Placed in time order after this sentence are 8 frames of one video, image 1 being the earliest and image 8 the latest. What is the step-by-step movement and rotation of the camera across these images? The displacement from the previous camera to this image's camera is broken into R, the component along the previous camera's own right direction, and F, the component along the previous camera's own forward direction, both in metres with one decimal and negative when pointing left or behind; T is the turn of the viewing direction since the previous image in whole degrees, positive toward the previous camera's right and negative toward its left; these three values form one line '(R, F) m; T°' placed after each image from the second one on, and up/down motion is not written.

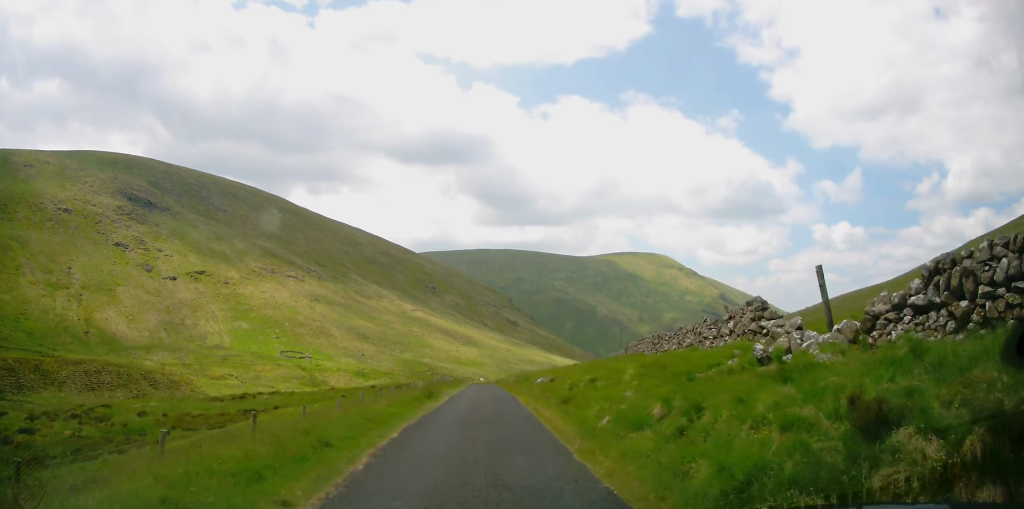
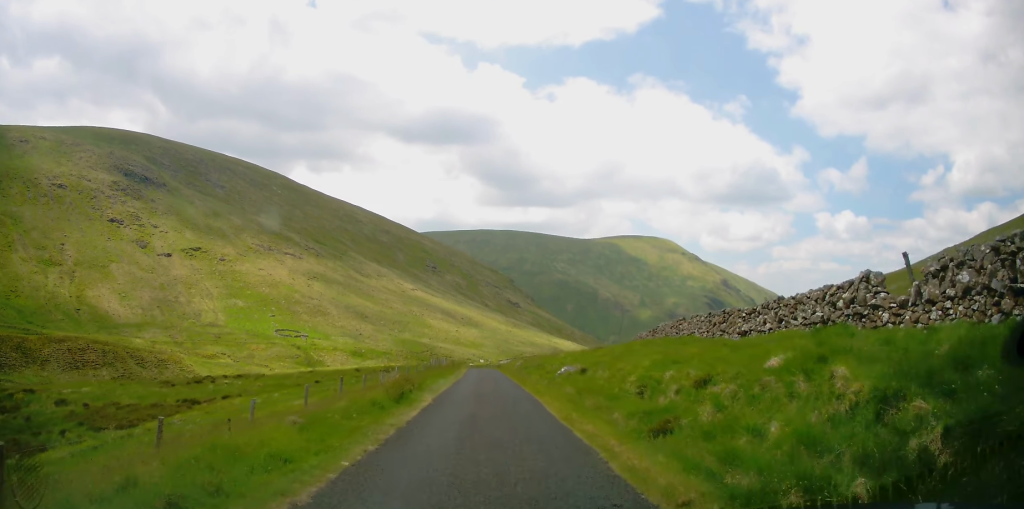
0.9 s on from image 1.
(0.0, +8.2) m; -2°
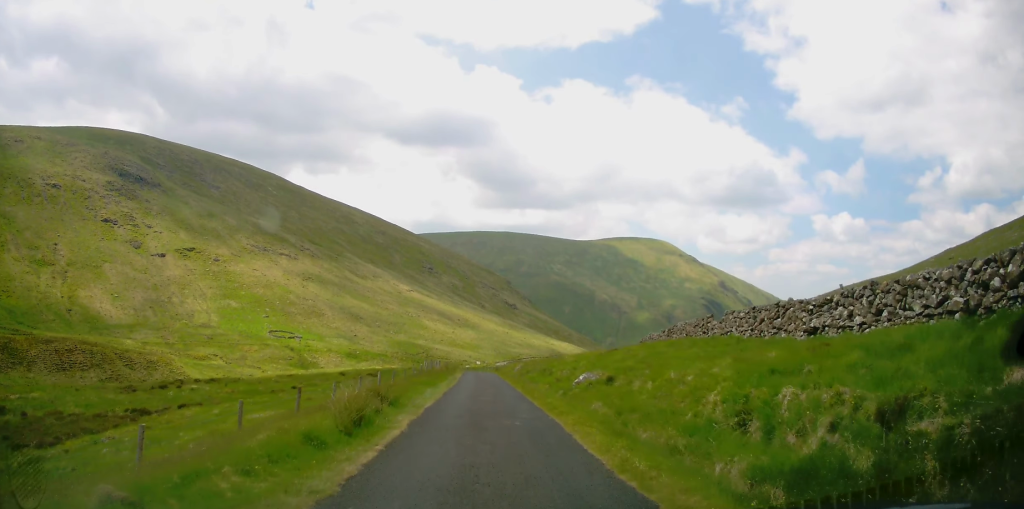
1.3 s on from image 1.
(-0.1, +4.5) m; 0°
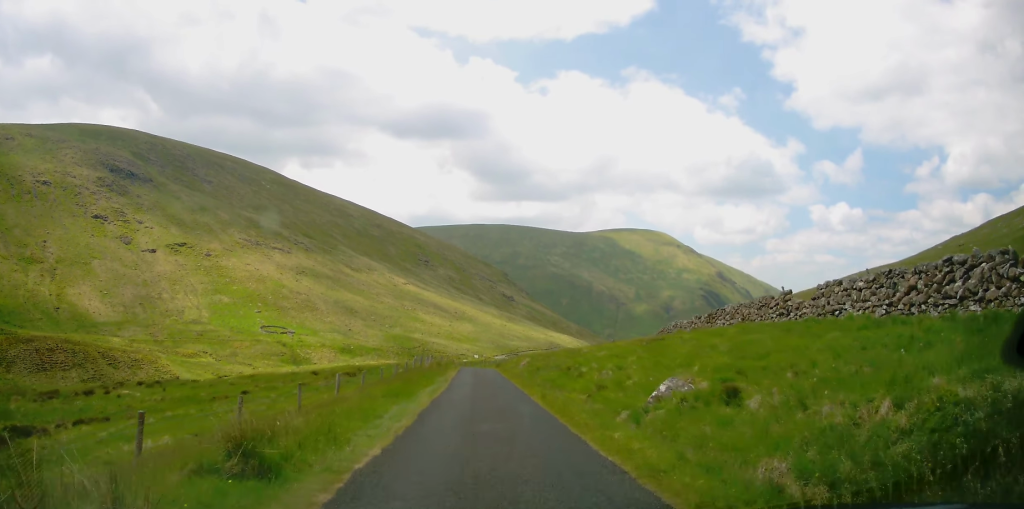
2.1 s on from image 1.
(-0.2, +7.8) m; +1°
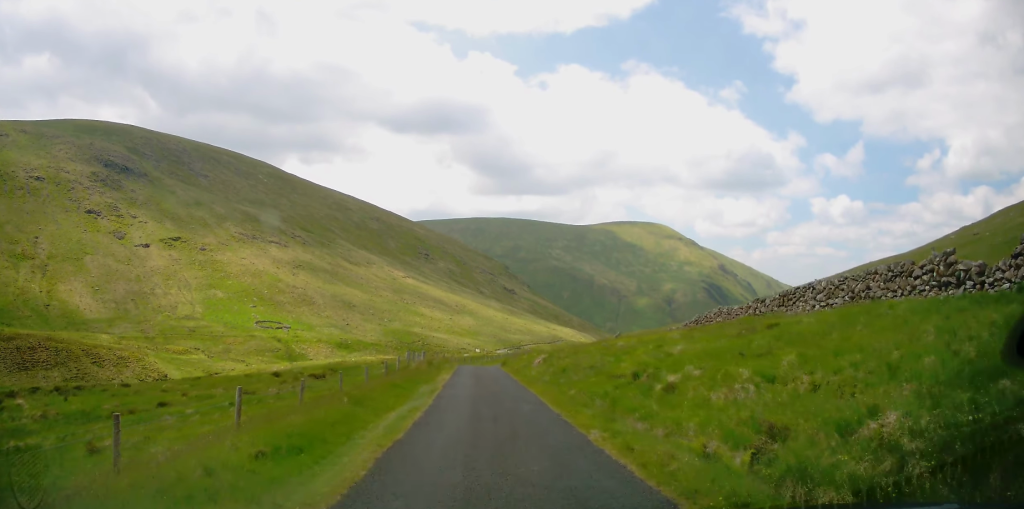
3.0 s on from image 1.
(+0.4, +8.3) m; +3°
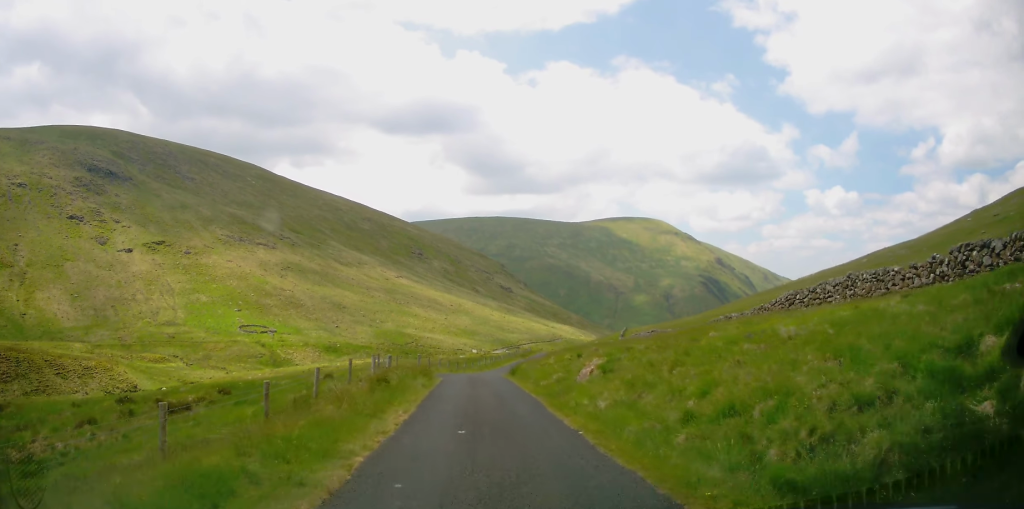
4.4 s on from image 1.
(+0.2, +14.6) m; 0°
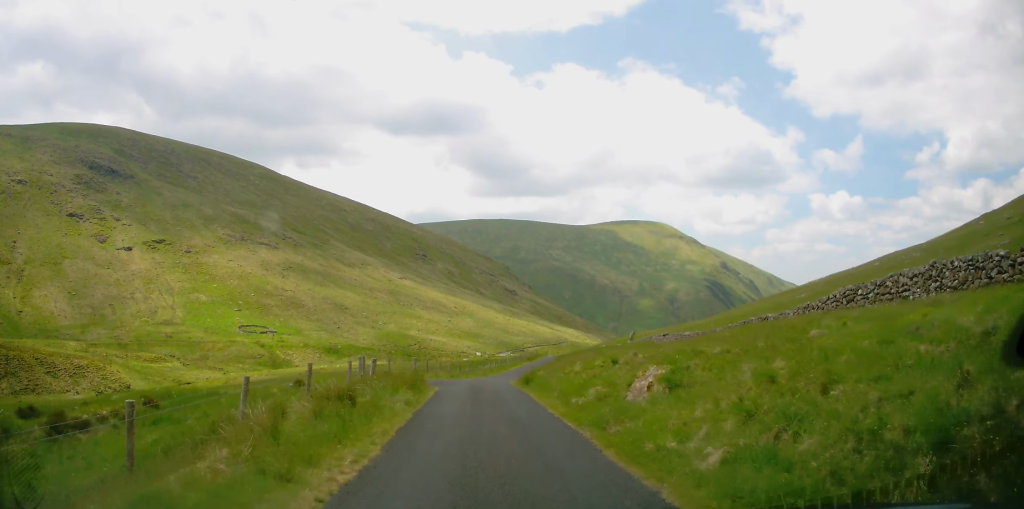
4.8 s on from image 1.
(+0.1, +5.0) m; -1°
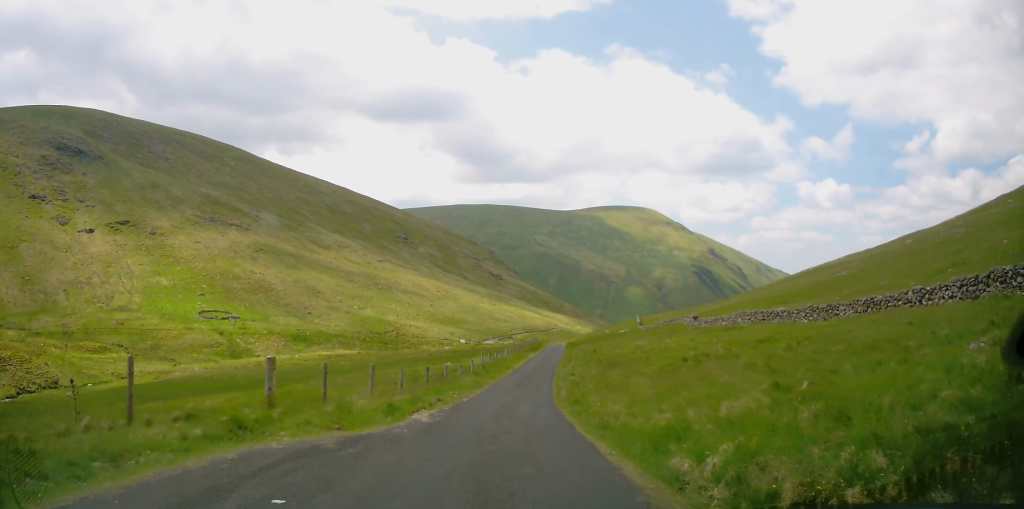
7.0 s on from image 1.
(-1.0, +24.6) m; +1°
